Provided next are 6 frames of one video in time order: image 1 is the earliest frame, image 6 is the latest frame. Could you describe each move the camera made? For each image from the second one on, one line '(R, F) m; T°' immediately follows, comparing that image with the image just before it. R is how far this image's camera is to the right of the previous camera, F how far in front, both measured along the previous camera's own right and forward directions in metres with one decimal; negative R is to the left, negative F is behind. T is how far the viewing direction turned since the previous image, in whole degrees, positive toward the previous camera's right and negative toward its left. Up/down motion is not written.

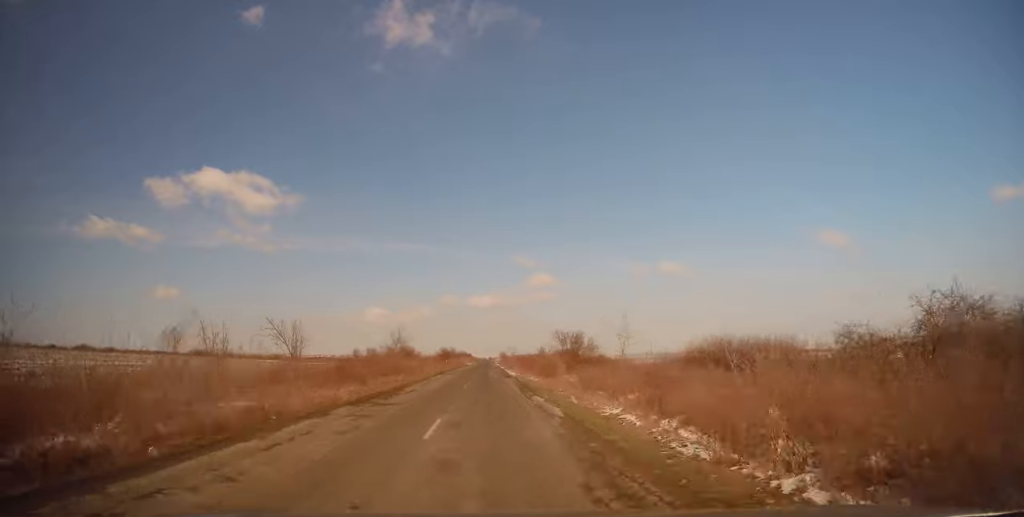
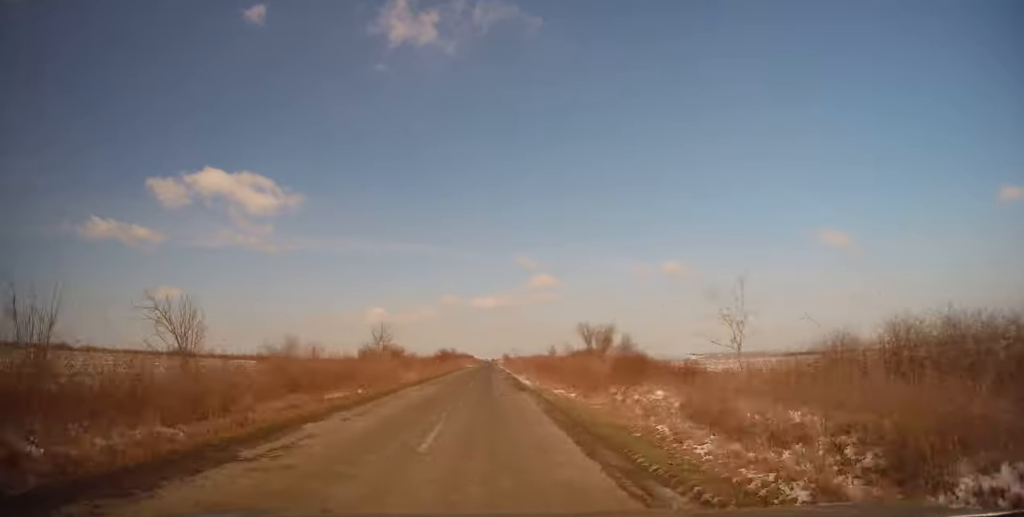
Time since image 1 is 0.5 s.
(+0.2, +13.3) m; 0°
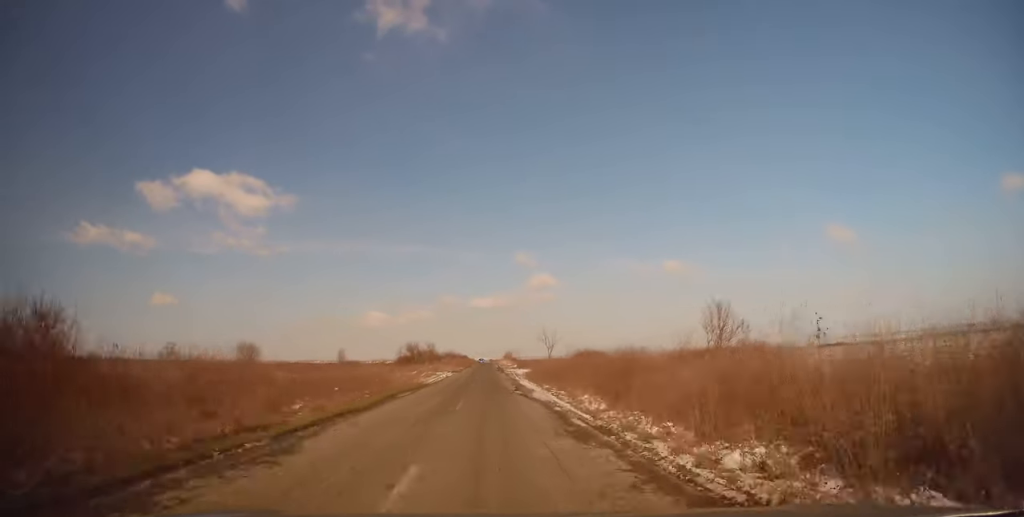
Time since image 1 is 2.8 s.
(-0.6, +66.3) m; 0°
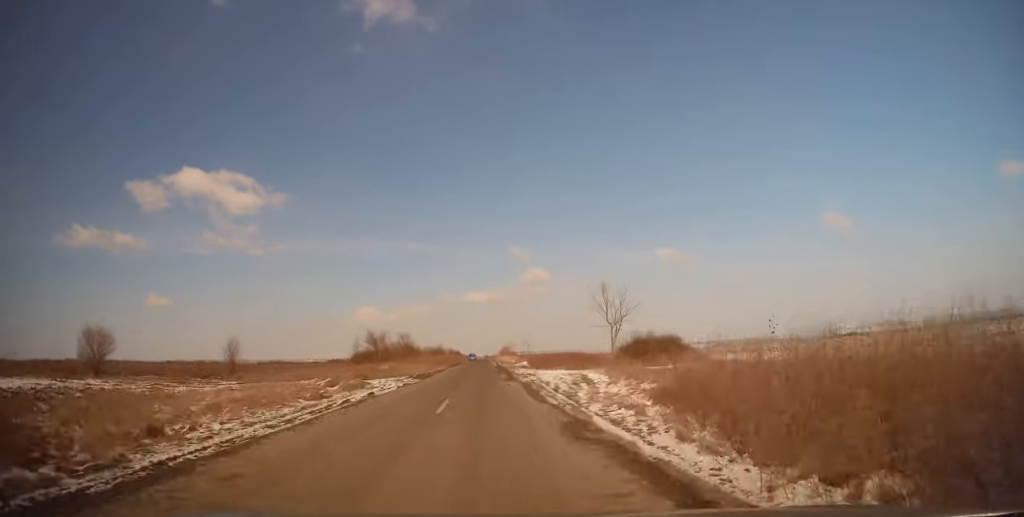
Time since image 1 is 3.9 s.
(+0.3, +30.4) m; 0°
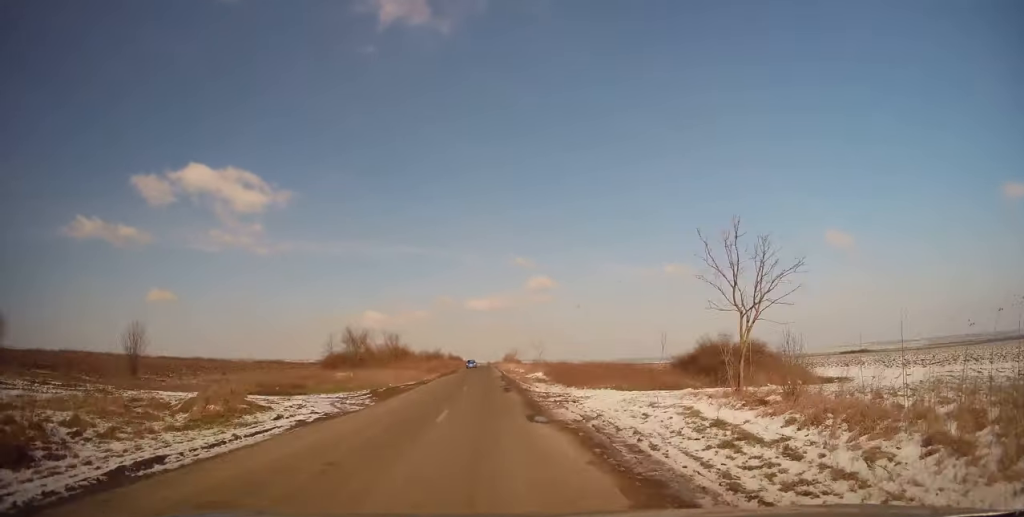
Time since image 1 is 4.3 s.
(+0.1, +13.4) m; 0°
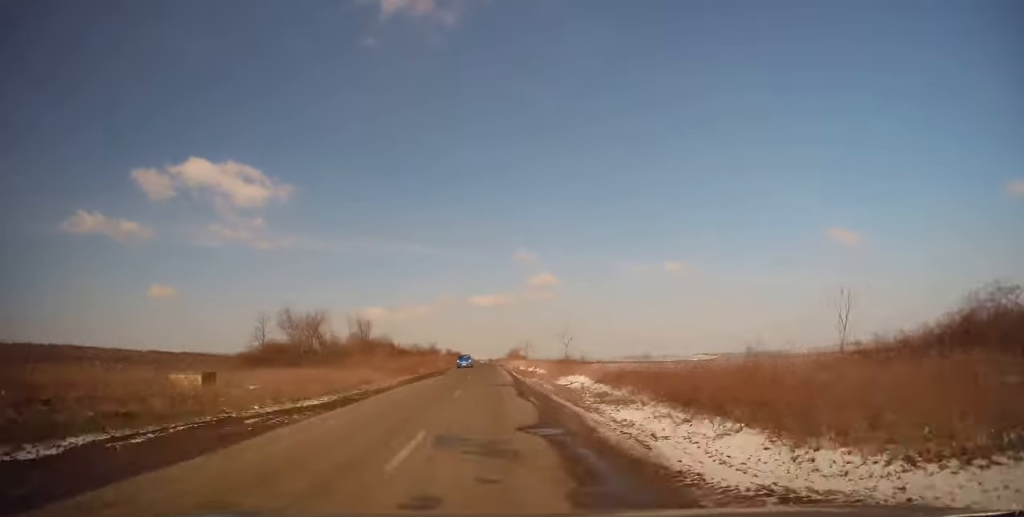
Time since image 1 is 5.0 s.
(-0.2, +19.1) m; 0°
